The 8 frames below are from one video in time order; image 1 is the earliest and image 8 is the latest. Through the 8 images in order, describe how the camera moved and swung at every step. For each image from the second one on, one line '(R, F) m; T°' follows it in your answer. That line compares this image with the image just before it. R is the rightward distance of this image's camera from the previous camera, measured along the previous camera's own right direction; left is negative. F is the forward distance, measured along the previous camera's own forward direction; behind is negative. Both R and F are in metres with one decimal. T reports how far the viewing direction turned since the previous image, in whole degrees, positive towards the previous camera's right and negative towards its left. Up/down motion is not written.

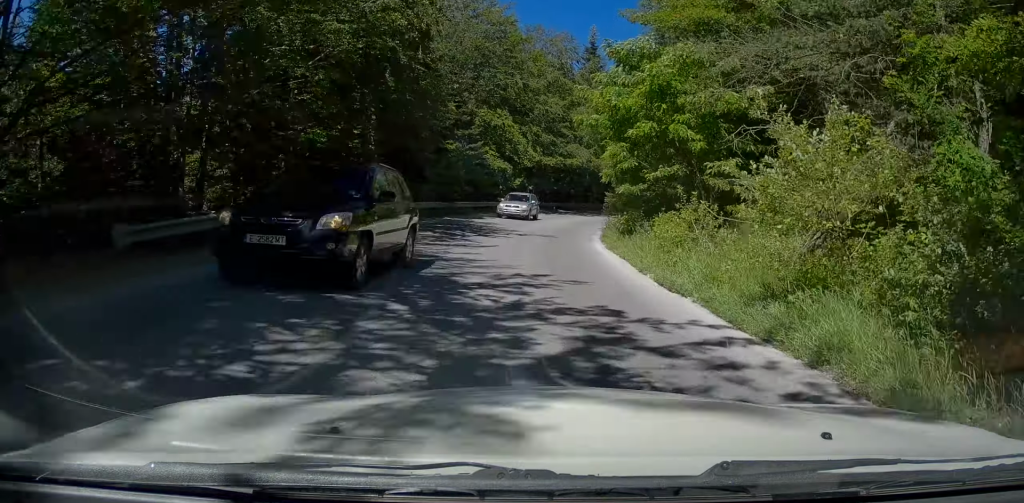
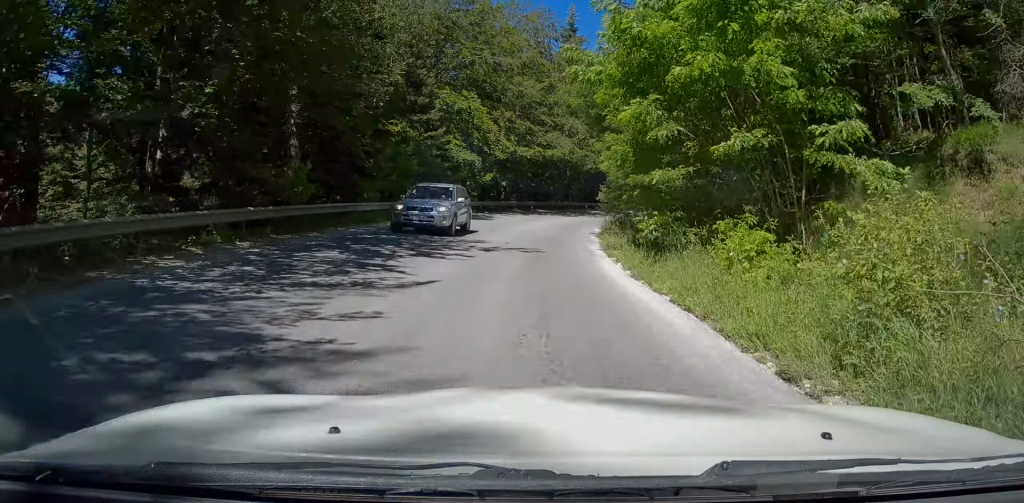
(+0.1, +7.5) m; +2°
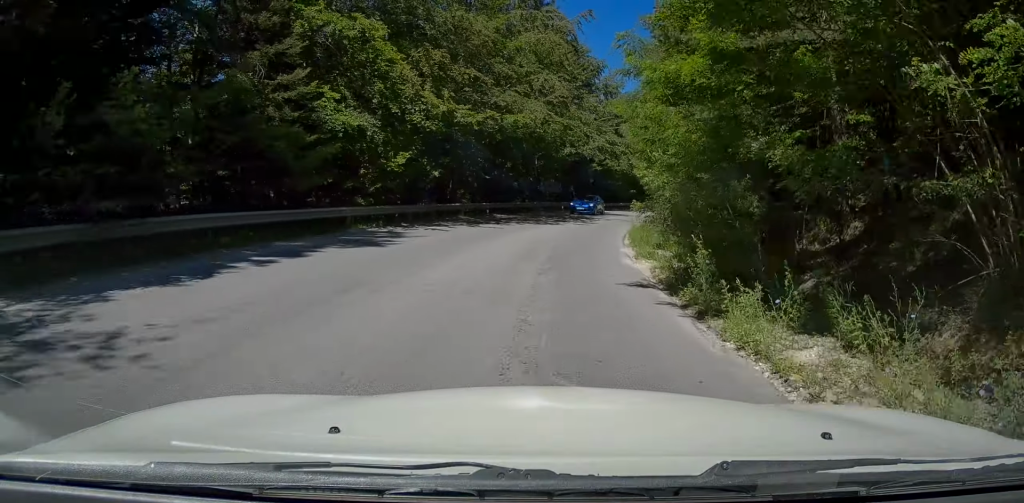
(+0.6, +17.0) m; +4°
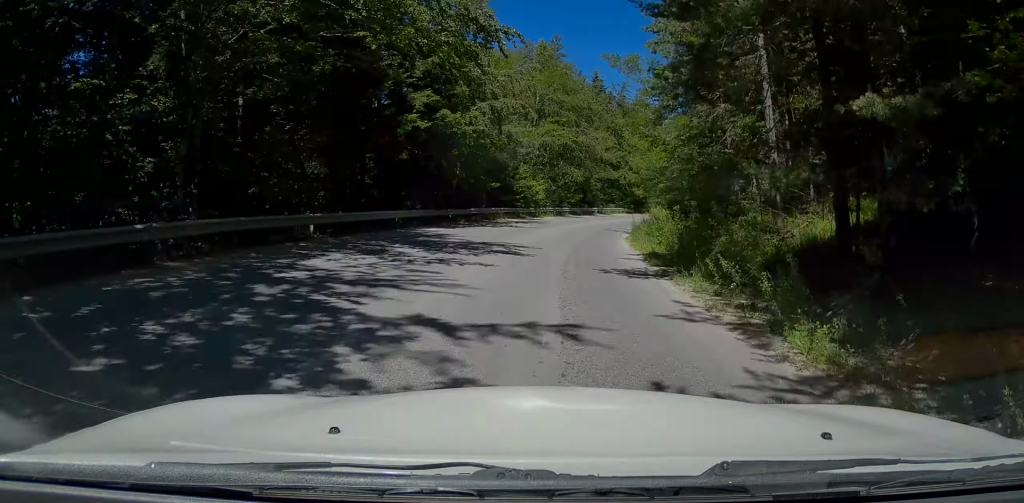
(+2.8, +33.1) m; +13°
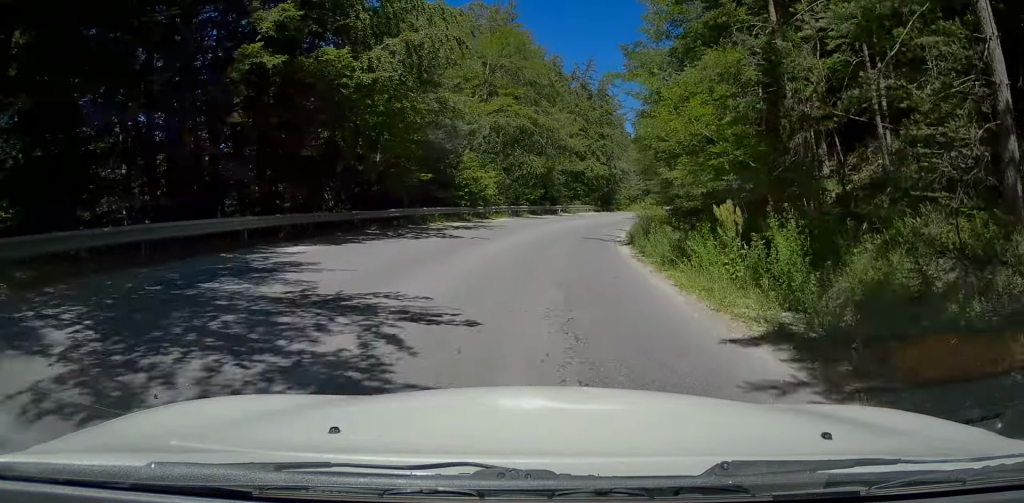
(+0.7, +10.2) m; +5°
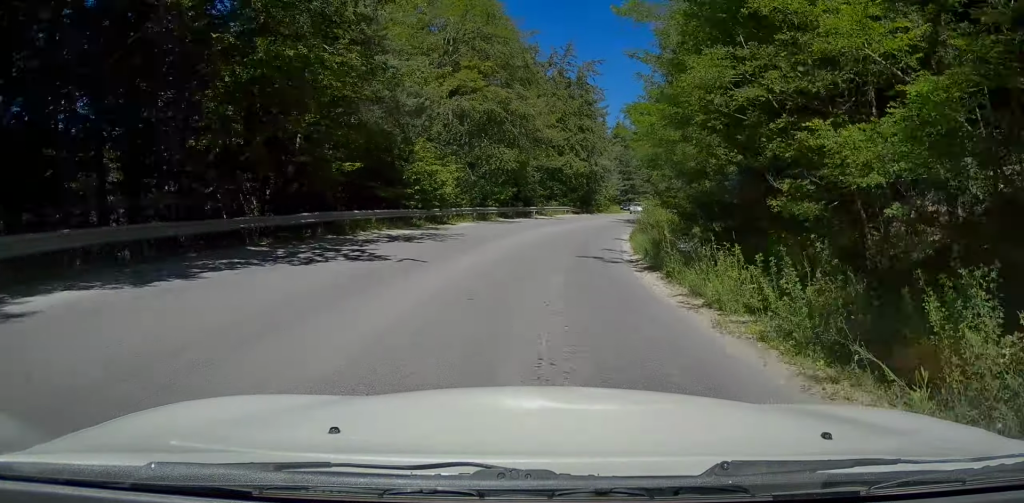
(+0.2, +7.0) m; +2°
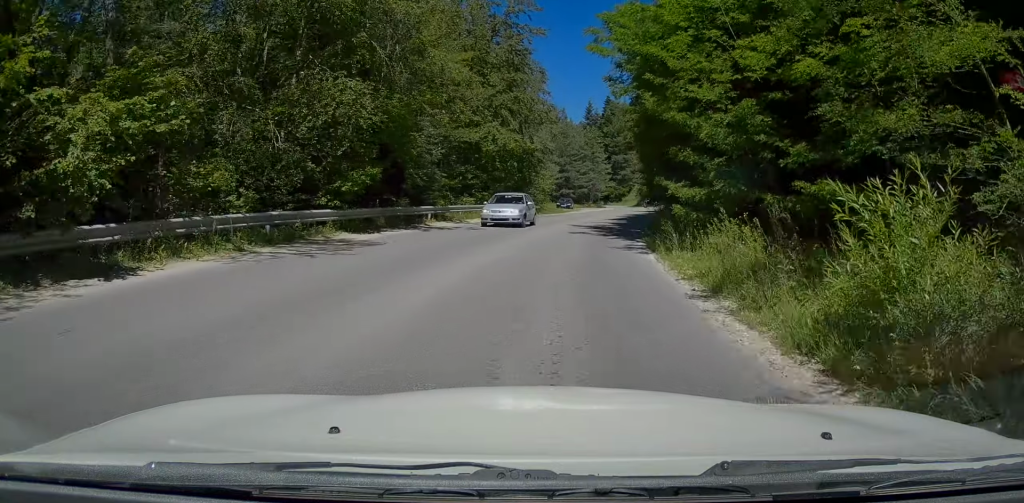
(+0.5, +19.1) m; +1°
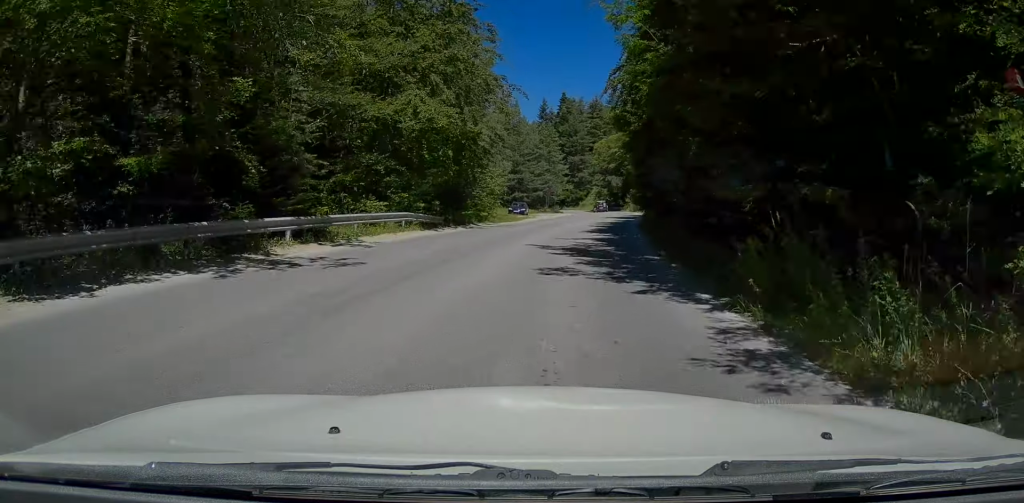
(-0.3, +10.4) m; 0°
